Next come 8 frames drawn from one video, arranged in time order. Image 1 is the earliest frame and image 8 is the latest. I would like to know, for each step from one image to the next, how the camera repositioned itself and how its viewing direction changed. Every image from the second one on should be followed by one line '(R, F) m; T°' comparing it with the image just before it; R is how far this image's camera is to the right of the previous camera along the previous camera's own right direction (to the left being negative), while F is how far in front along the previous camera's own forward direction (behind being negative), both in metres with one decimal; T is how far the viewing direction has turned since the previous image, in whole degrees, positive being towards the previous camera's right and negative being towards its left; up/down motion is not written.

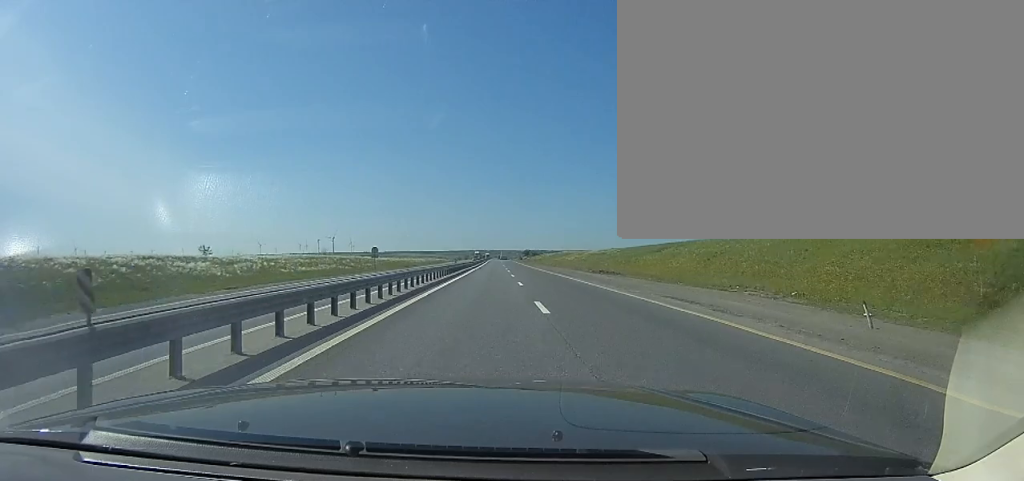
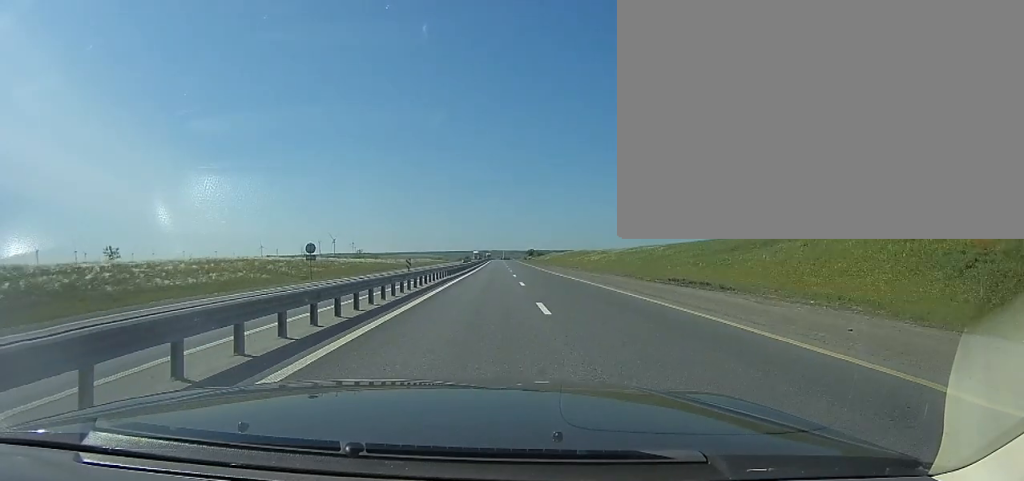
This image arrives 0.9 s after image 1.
(-0.7, +24.3) m; -1°
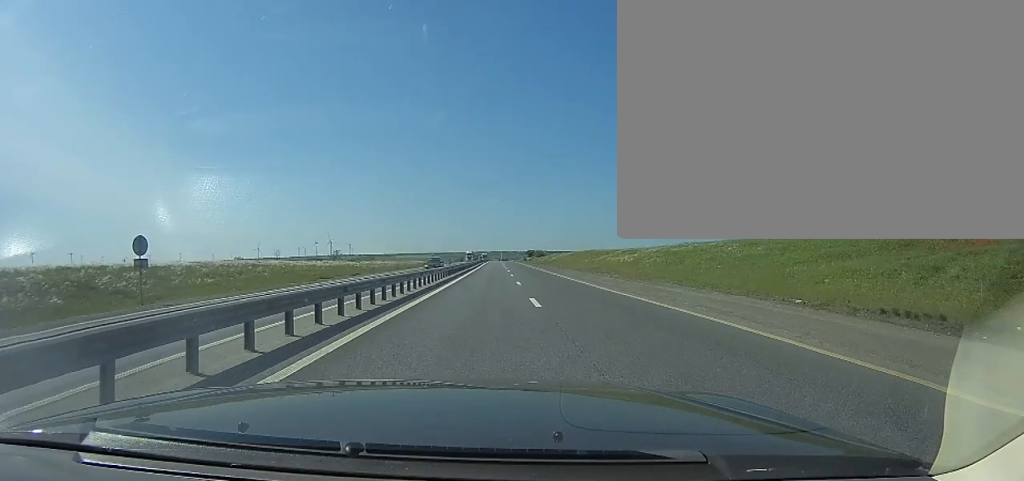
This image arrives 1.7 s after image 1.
(0.0, +22.1) m; +2°
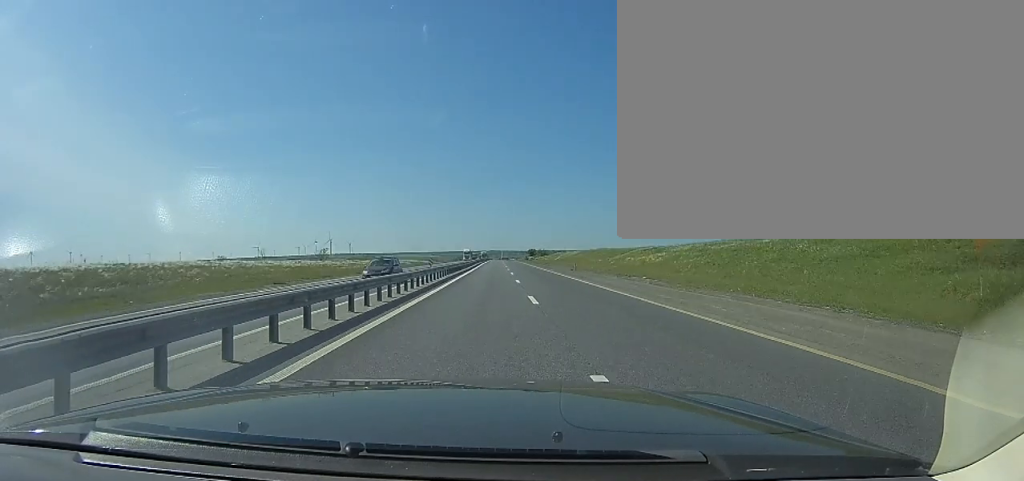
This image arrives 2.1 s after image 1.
(+0.5, +11.0) m; 0°
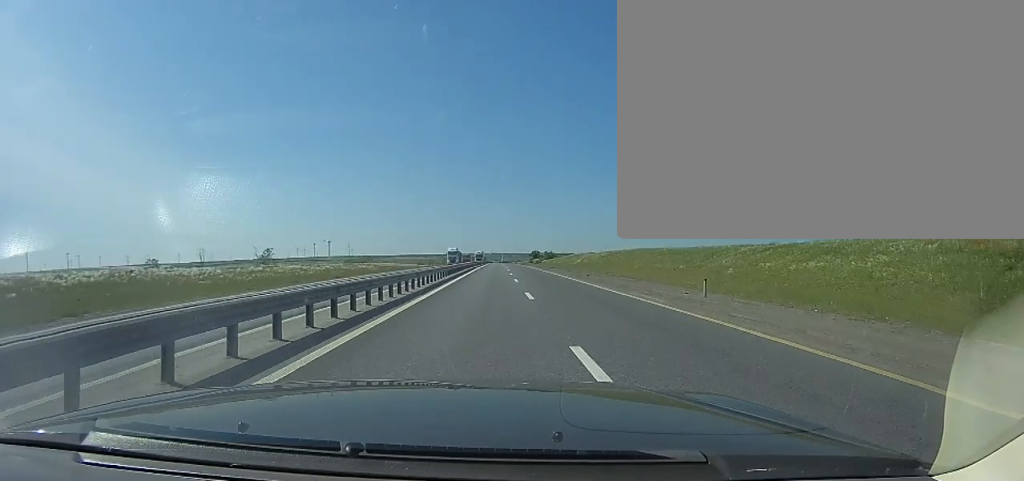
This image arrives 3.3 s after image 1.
(-0.3, +34.2) m; -1°
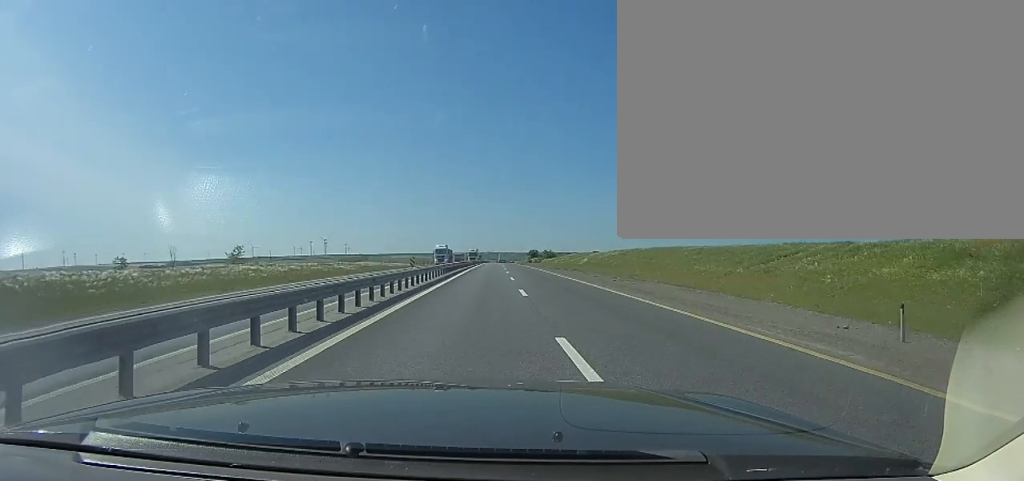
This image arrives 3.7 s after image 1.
(-0.2, +11.1) m; 0°
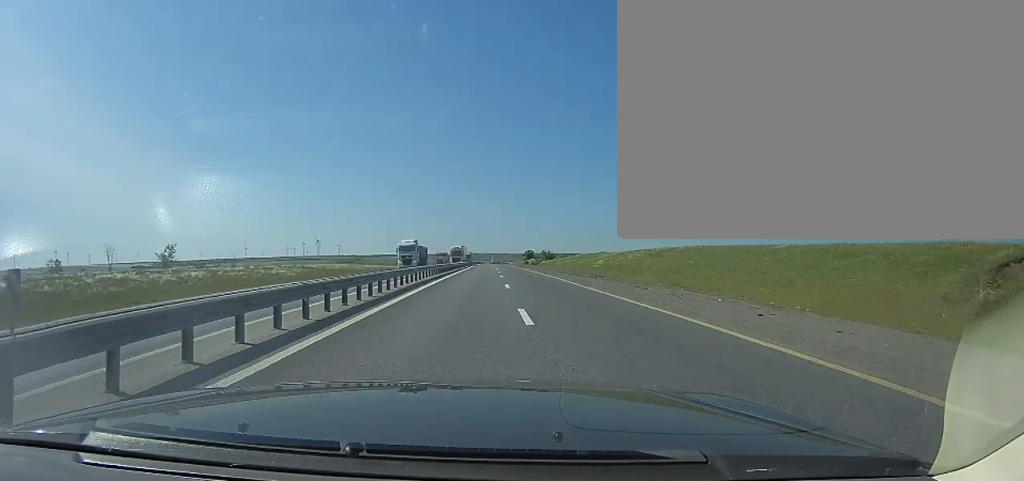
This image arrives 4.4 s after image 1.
(+0.4, +18.8) m; +1°
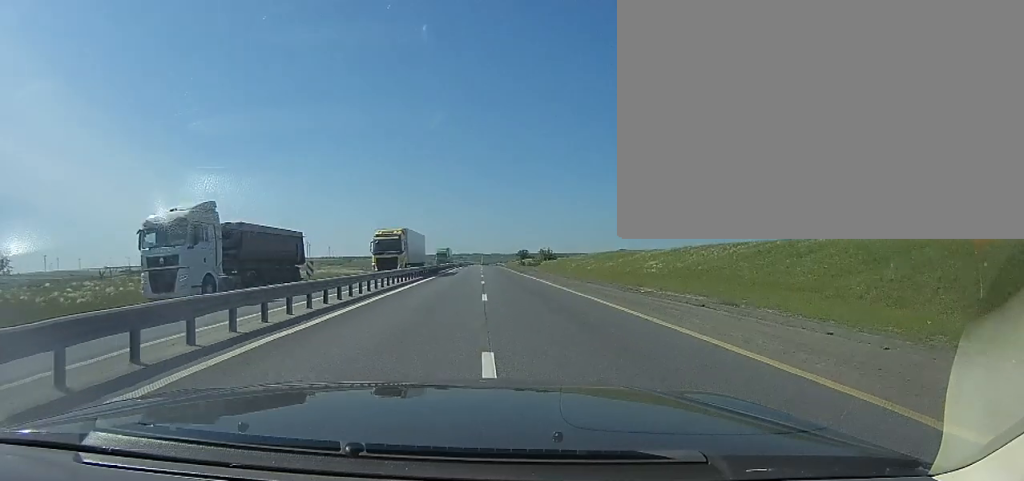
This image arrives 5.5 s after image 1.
(+0.2, +30.9) m; +1°
